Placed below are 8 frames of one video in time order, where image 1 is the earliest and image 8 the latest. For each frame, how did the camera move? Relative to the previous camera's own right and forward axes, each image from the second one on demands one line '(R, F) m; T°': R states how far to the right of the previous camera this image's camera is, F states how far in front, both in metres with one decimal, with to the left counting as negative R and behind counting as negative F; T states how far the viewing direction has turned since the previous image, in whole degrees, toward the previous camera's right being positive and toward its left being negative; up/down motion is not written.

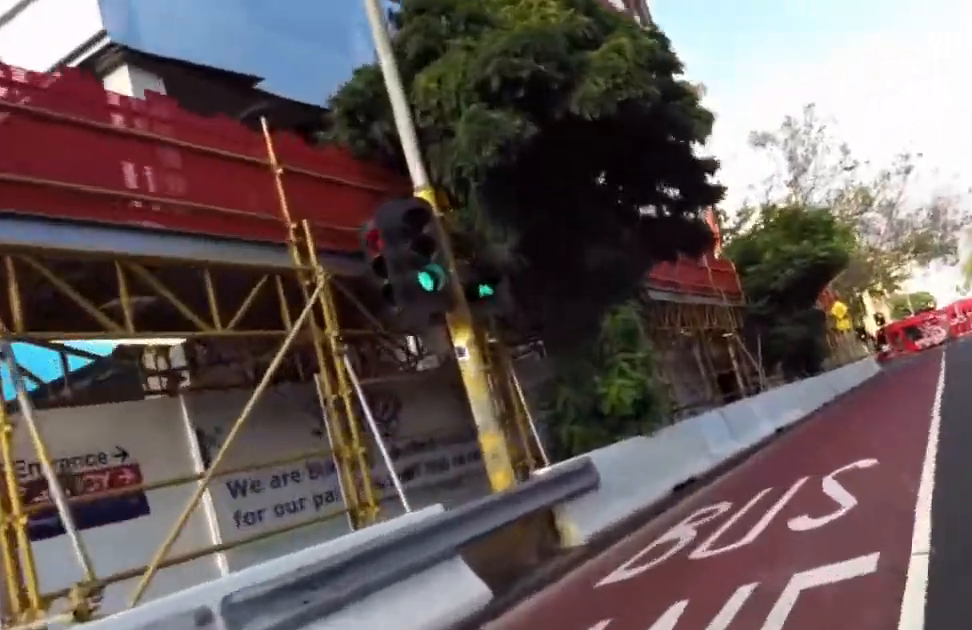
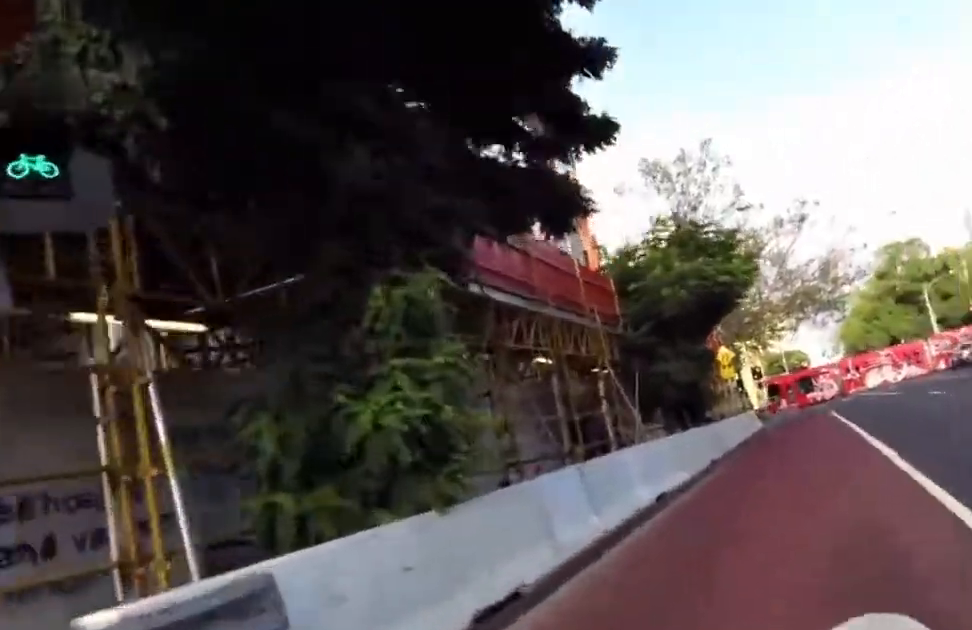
(+0.8, +4.2) m; +13°
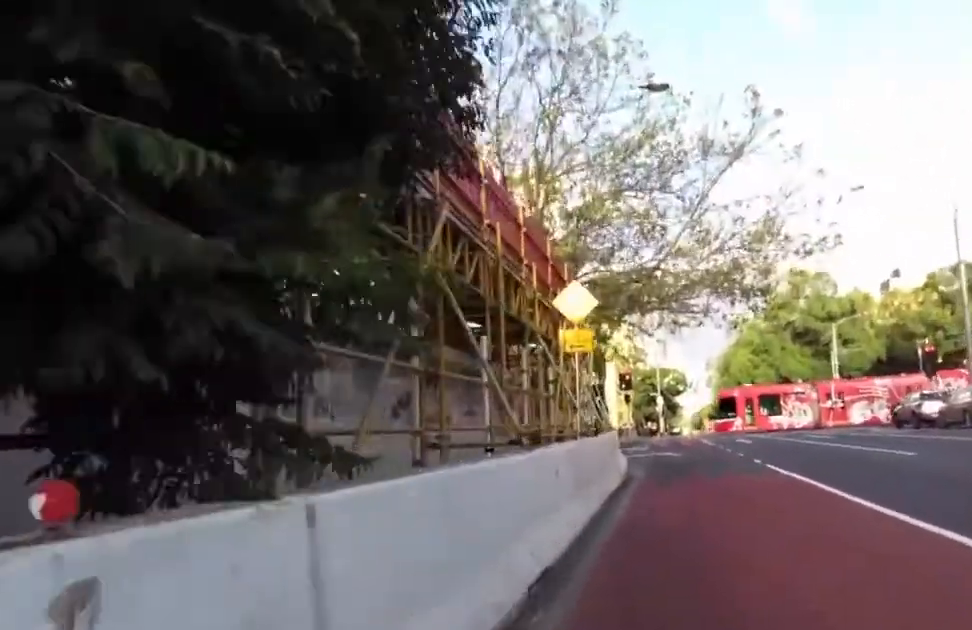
(+2.2, +16.7) m; +4°
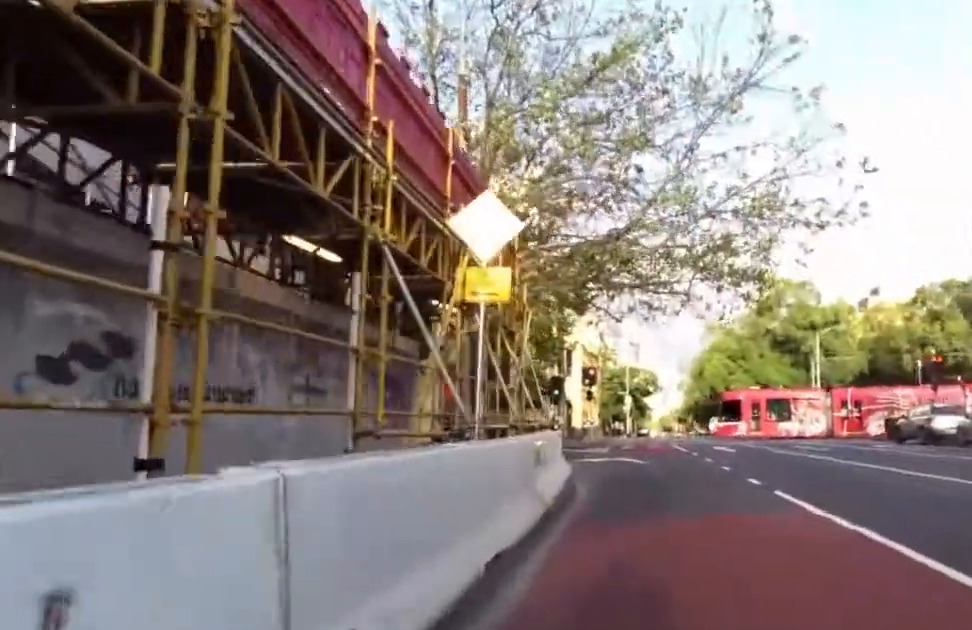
(-0.7, +5.8) m; -7°
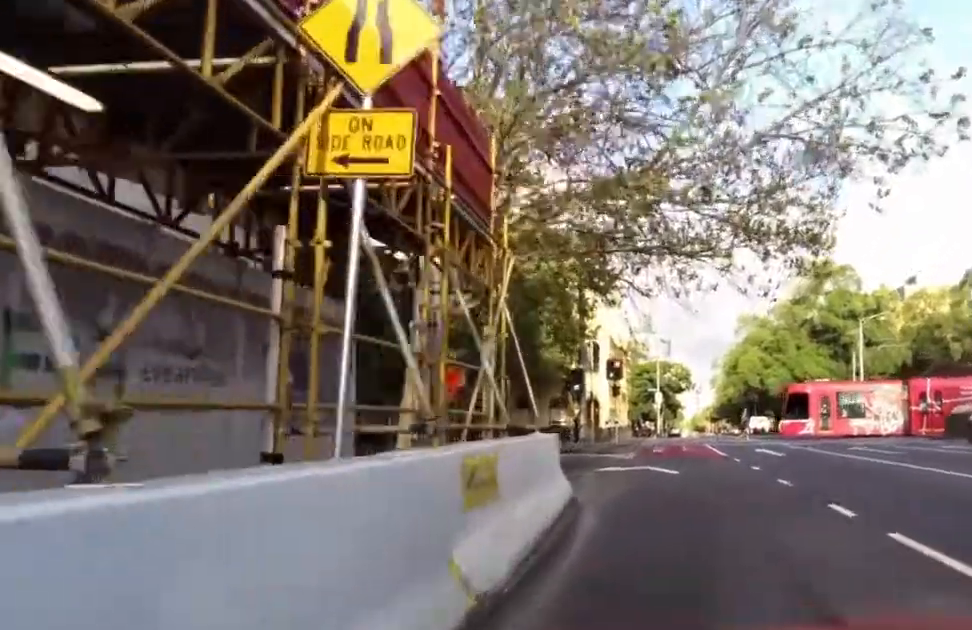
(0.0, +4.3) m; 0°
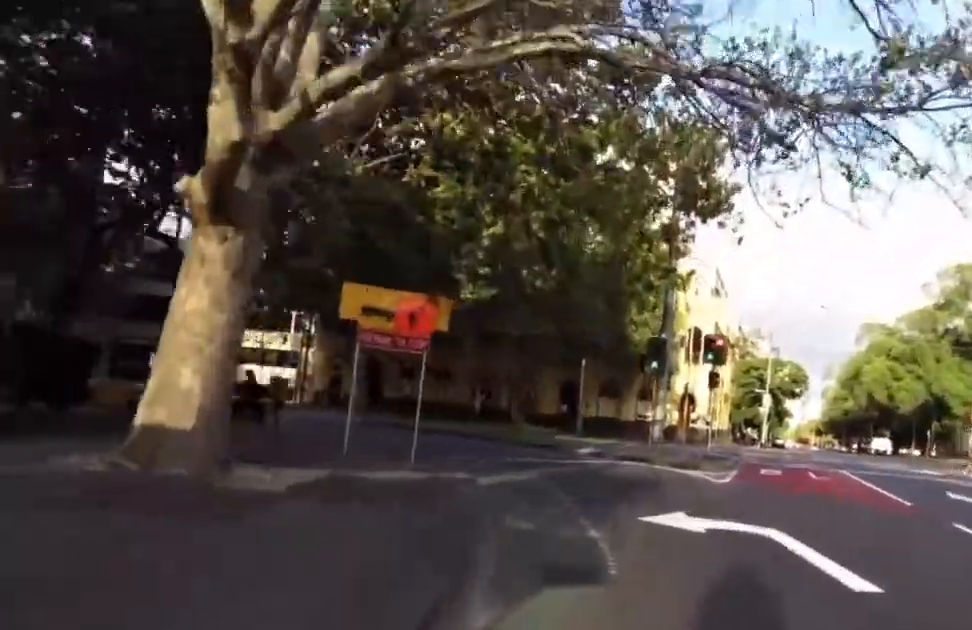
(0.0, +10.9) m; -2°
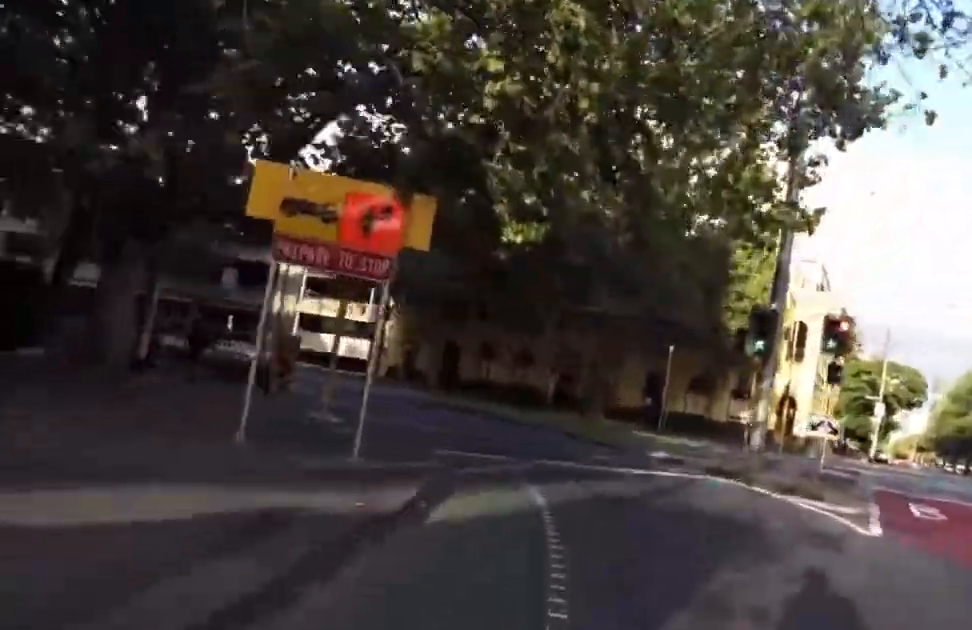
(-0.2, +5.7) m; -16°
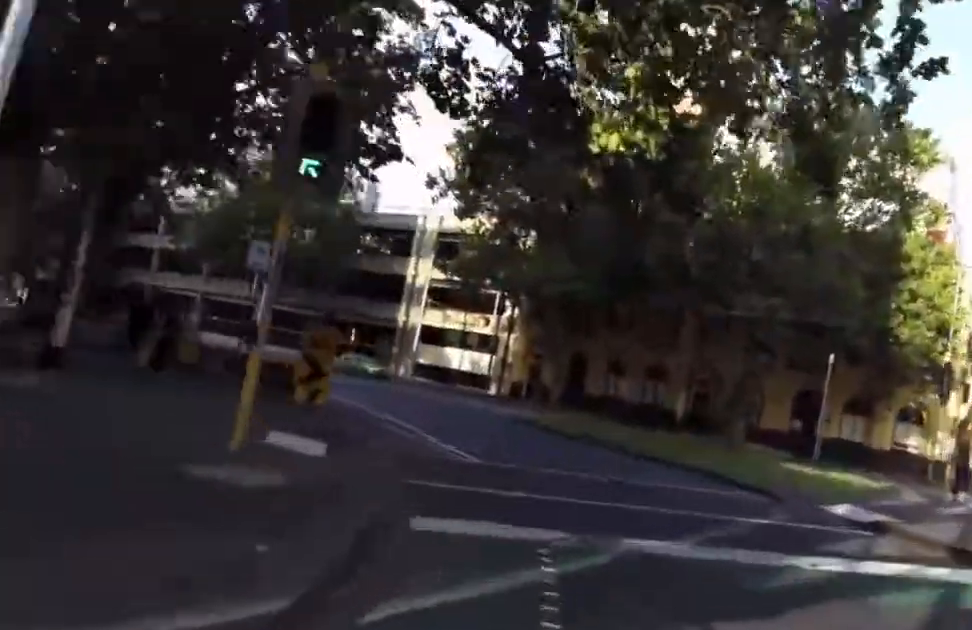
(-1.2, +5.9) m; -18°
